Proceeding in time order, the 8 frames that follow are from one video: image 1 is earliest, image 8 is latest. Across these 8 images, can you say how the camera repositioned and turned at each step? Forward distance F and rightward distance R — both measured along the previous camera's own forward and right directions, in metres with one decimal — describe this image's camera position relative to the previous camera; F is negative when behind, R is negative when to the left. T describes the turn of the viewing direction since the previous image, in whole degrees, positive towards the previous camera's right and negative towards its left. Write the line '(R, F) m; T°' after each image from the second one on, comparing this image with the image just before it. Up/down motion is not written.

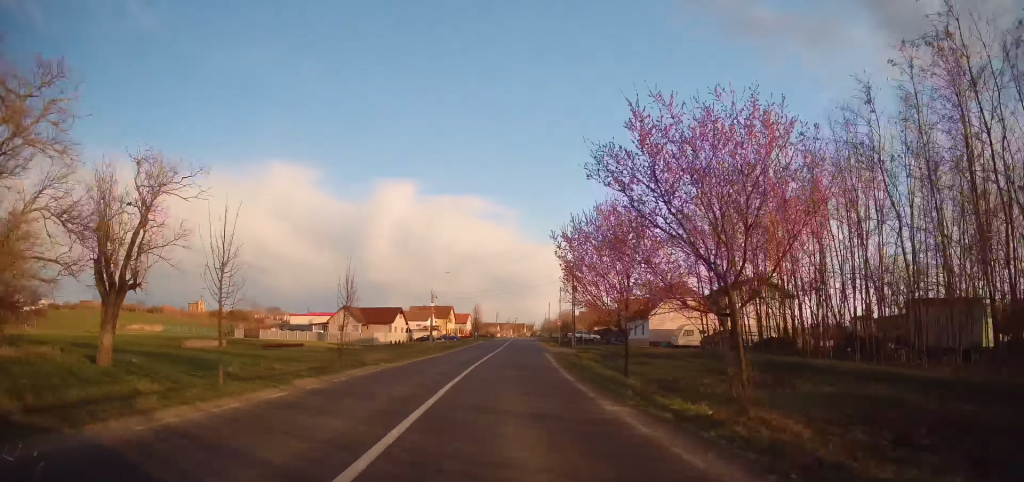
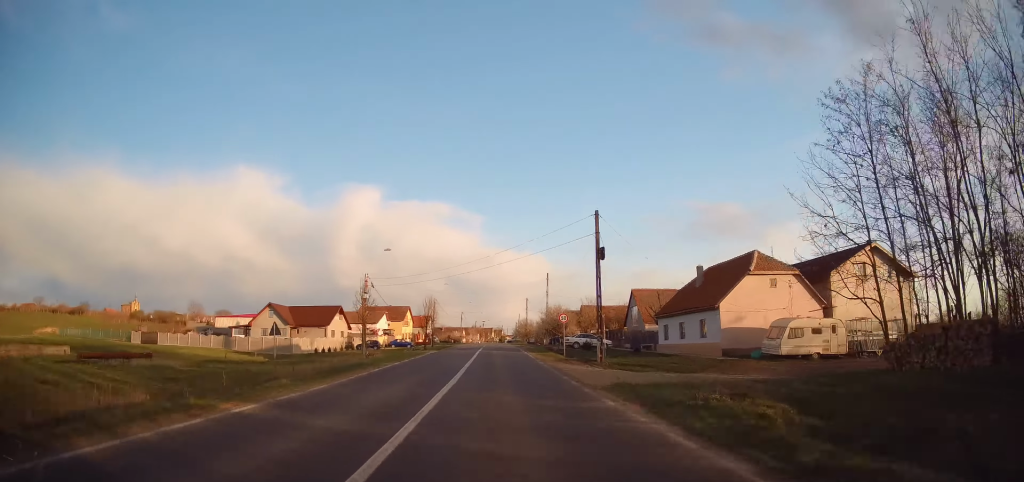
(+1.6, +25.2) m; +8°
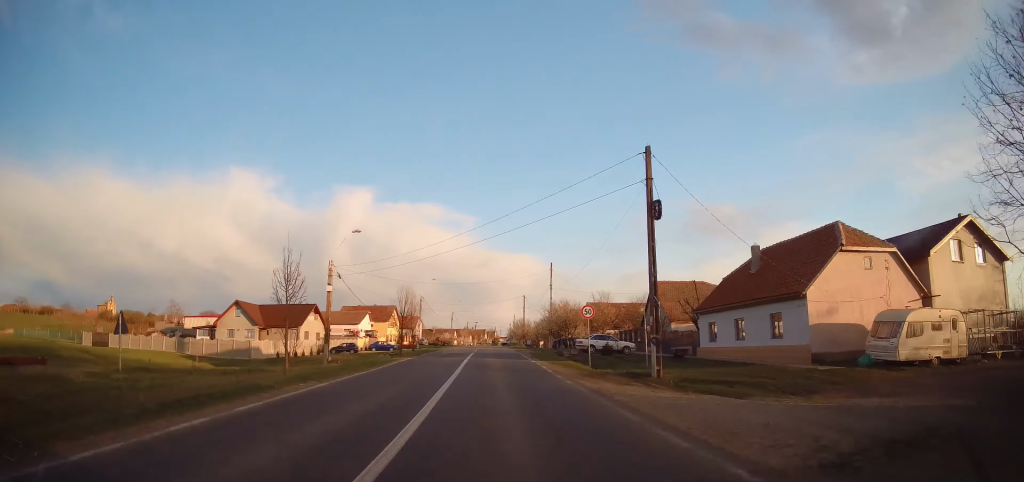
(+0.6, +10.2) m; +3°
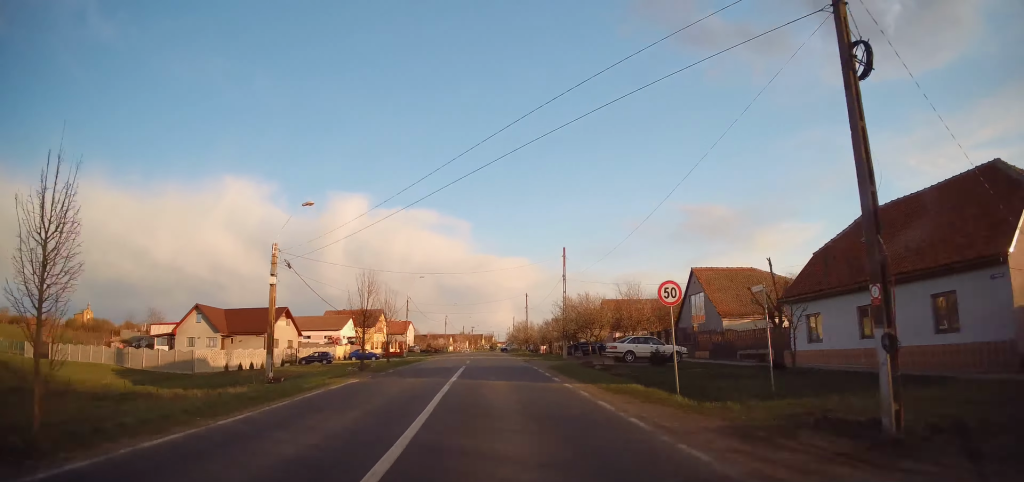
(+0.3, +11.3) m; +2°
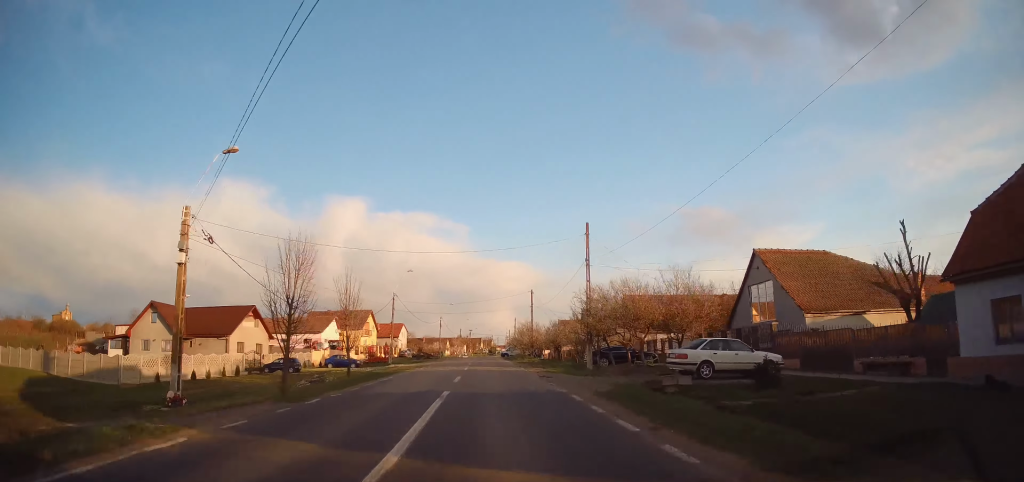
(+0.1, +10.5) m; 0°
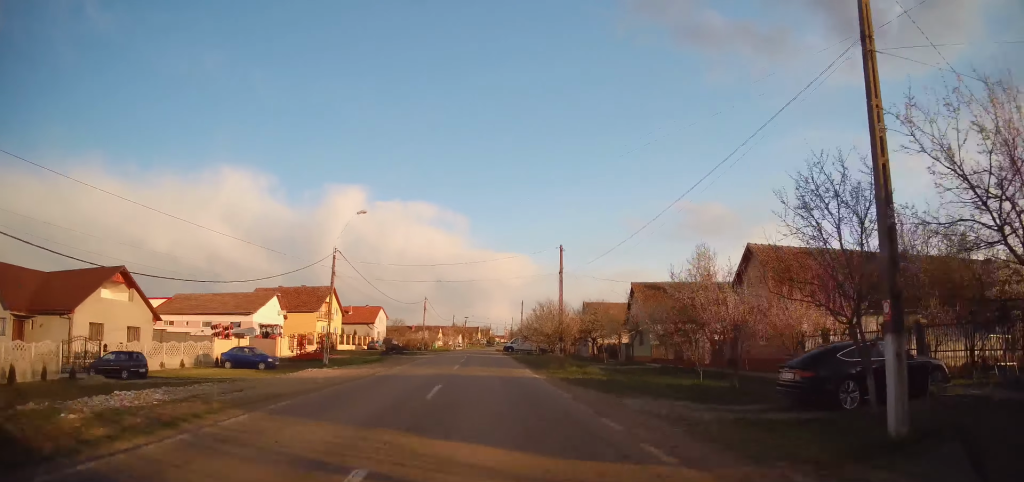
(+0.1, +25.6) m; +1°
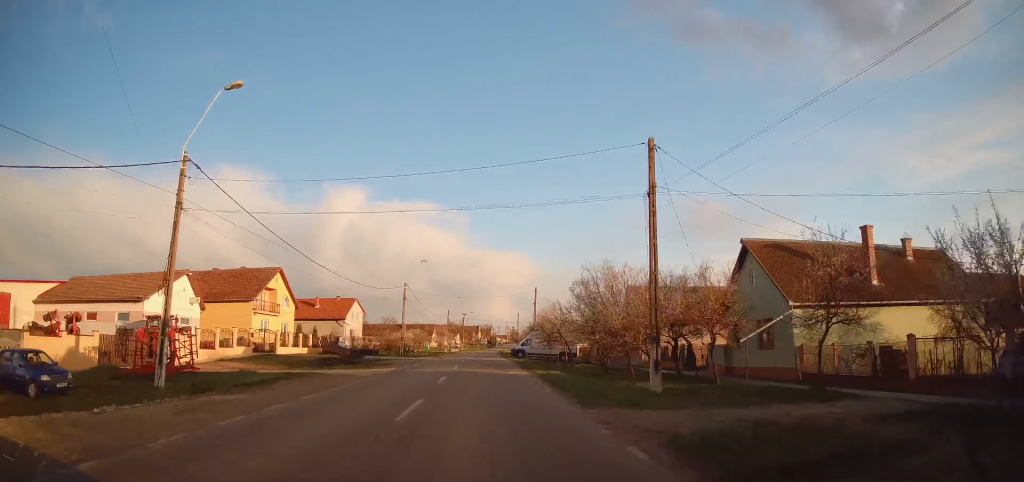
(+0.3, +21.0) m; +1°
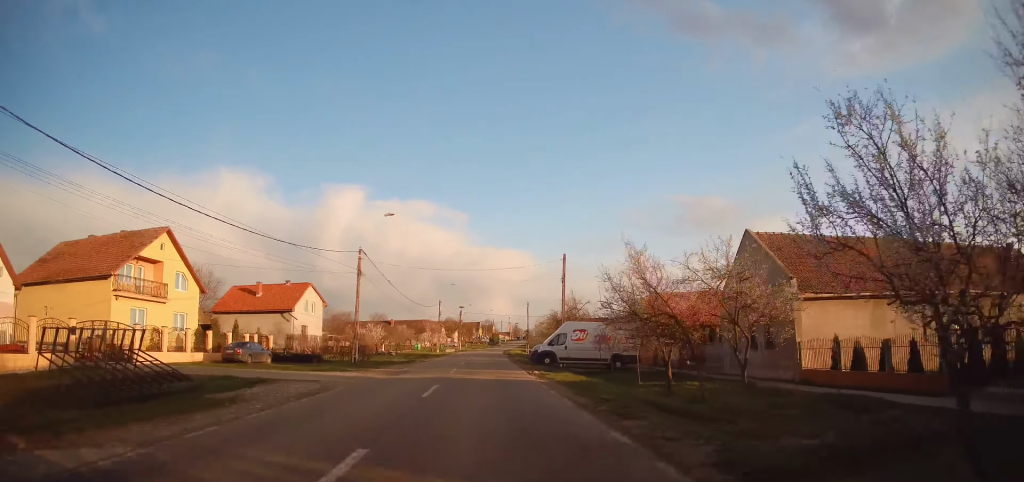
(+0.3, +21.4) m; 0°
